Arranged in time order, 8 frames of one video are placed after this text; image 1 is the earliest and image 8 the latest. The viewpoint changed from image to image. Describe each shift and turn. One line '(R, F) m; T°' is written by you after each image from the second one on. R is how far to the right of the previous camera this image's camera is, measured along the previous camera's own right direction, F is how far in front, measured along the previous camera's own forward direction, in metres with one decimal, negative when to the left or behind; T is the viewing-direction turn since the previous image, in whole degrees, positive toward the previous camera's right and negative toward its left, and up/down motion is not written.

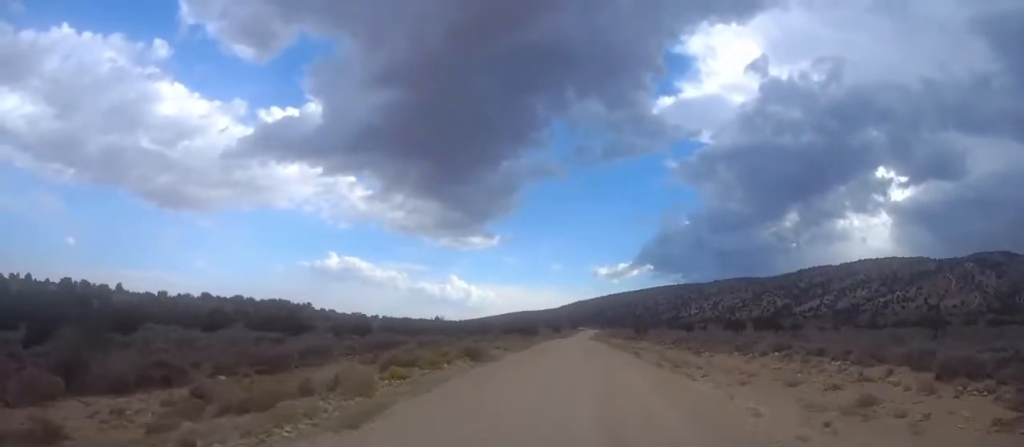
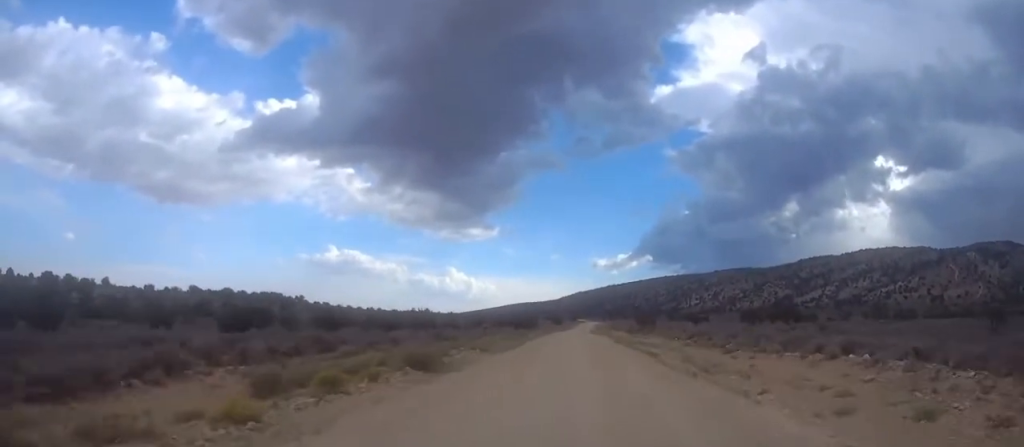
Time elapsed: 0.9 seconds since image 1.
(0.0, +8.7) m; 0°
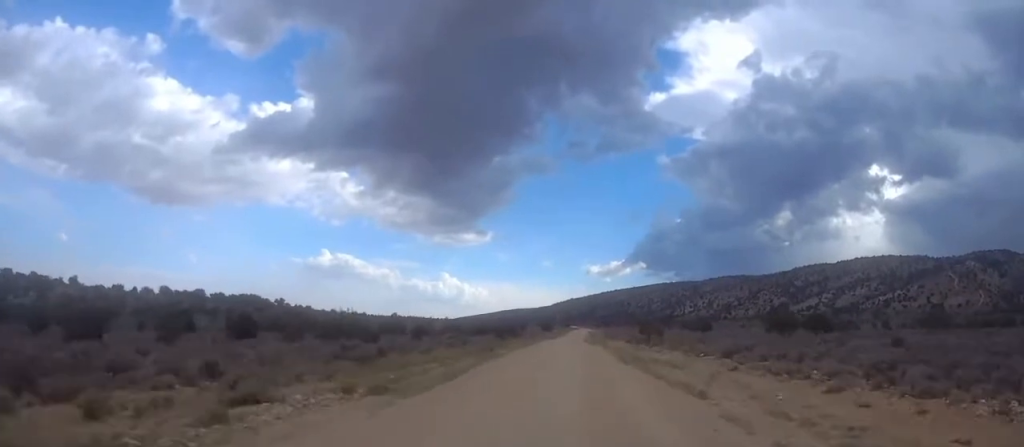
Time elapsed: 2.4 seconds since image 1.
(0.0, +15.9) m; 0°
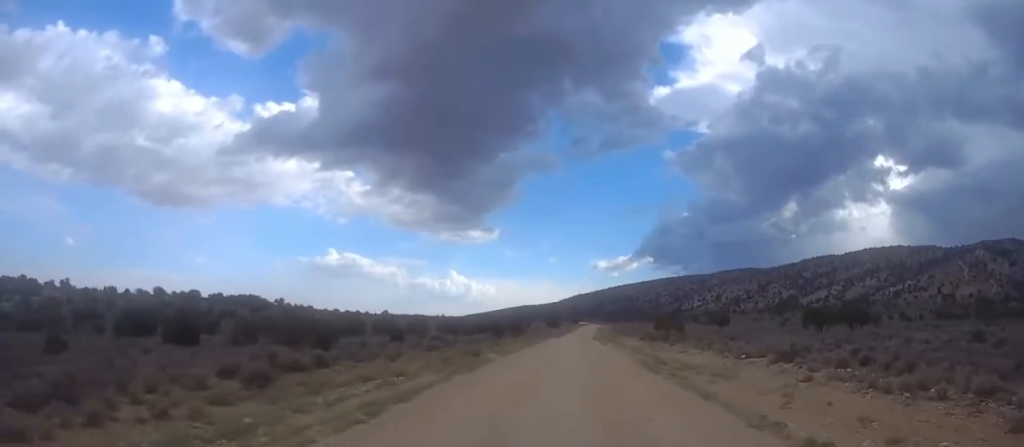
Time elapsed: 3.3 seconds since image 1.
(0.0, +9.1) m; 0°
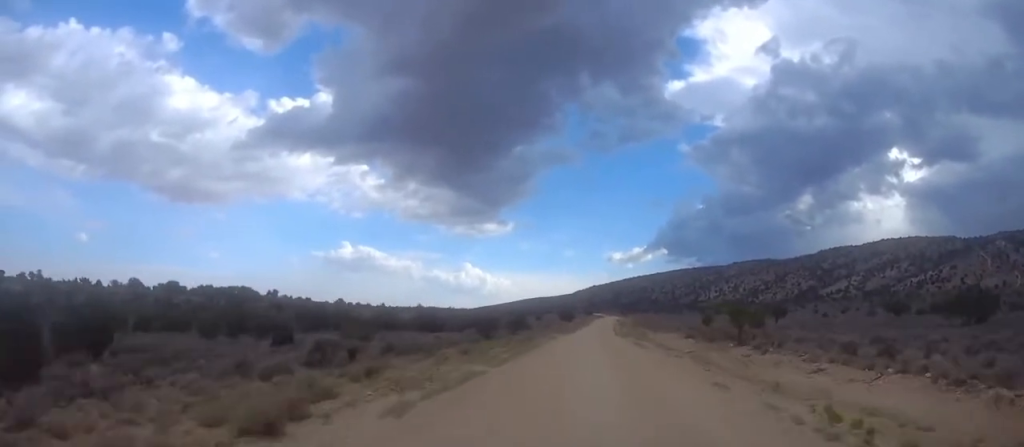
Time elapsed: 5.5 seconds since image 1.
(+0.2, +24.0) m; 0°
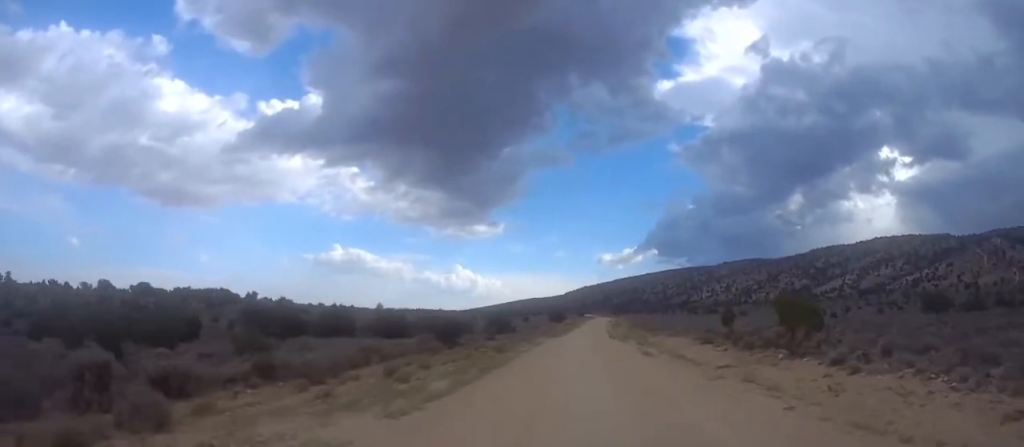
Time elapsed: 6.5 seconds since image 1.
(-0.1, +12.1) m; -1°
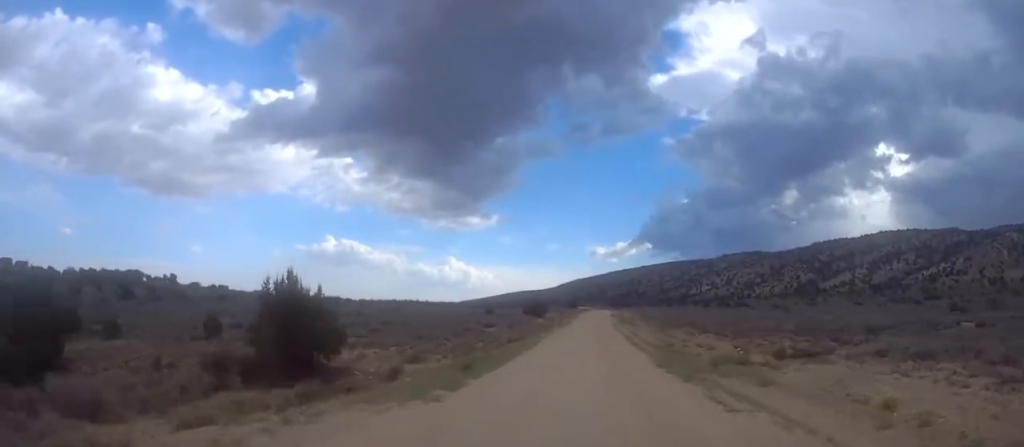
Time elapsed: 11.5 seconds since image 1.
(+0.2, +60.3) m; +1°
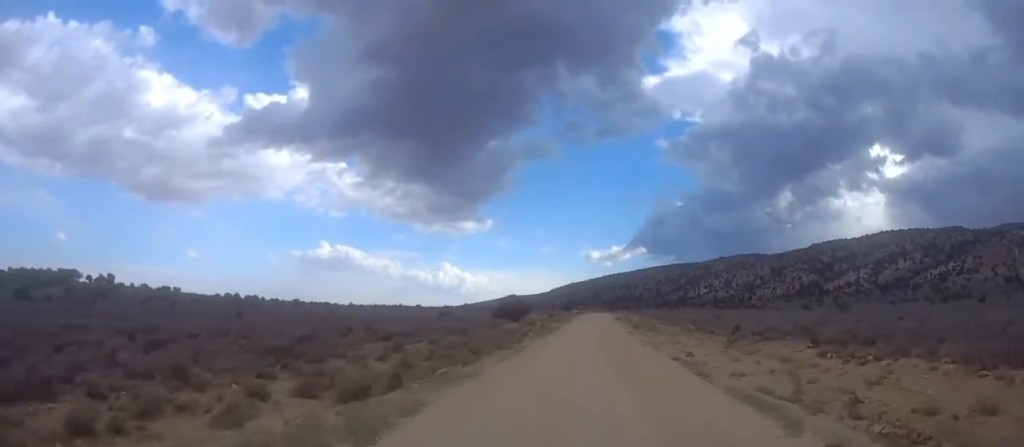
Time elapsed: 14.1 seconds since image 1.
(-0.2, +34.1) m; 0°
